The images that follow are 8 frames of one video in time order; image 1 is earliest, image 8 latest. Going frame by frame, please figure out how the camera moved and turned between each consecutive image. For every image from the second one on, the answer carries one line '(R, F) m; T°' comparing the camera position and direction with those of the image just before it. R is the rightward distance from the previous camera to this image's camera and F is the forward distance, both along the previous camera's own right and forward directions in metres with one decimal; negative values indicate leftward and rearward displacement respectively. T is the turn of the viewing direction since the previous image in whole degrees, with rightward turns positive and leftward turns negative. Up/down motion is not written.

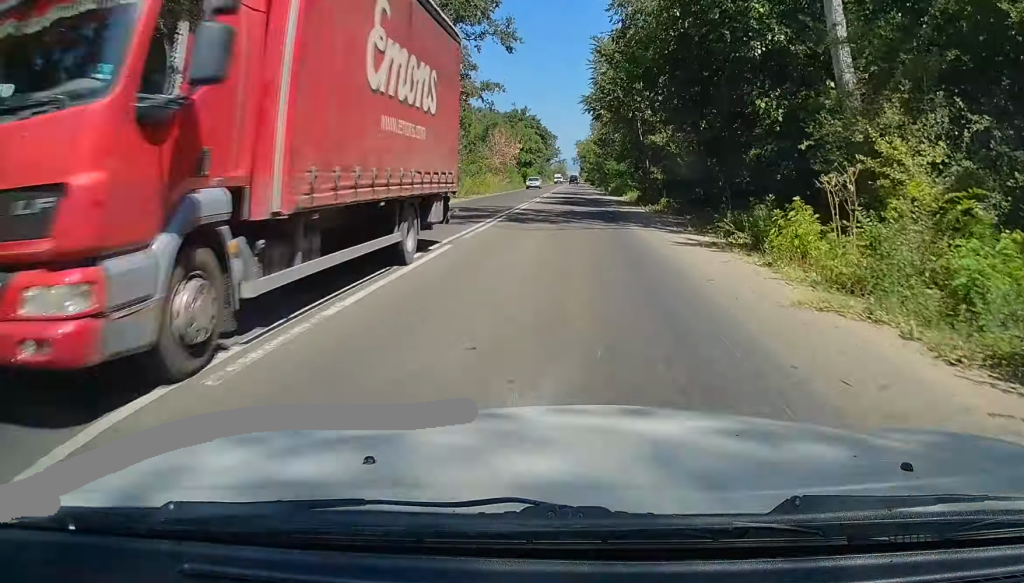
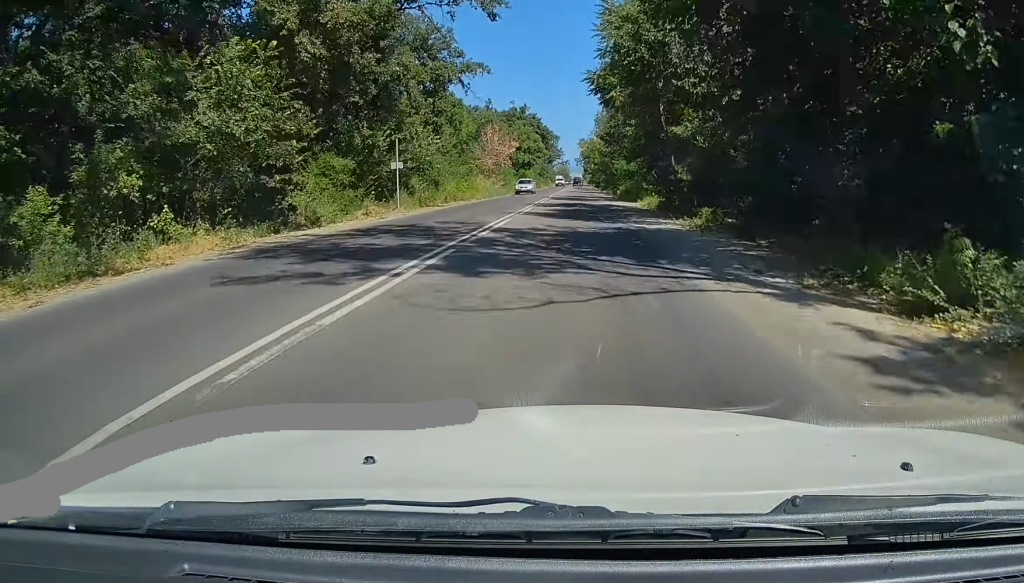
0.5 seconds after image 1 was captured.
(+0.1, +9.9) m; 0°
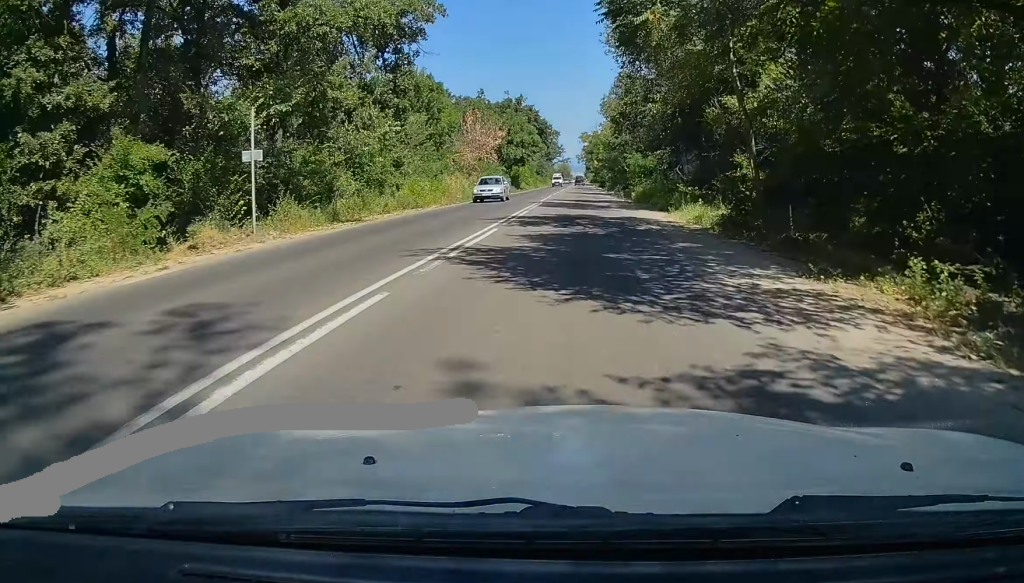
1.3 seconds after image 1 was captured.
(0.0, +14.2) m; 0°
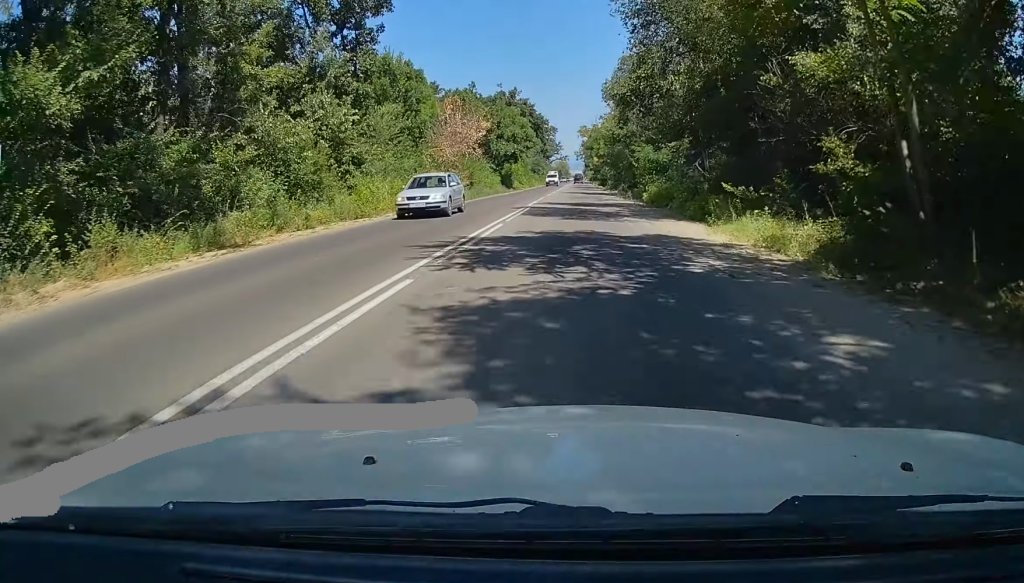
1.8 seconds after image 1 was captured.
(0.0, +8.7) m; 0°
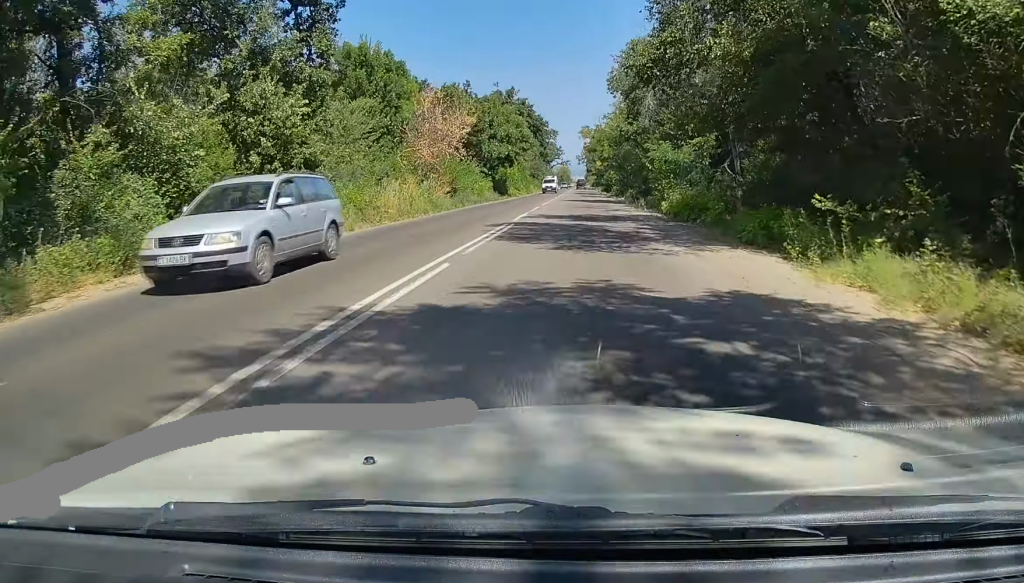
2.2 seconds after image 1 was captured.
(0.0, +7.6) m; 0°
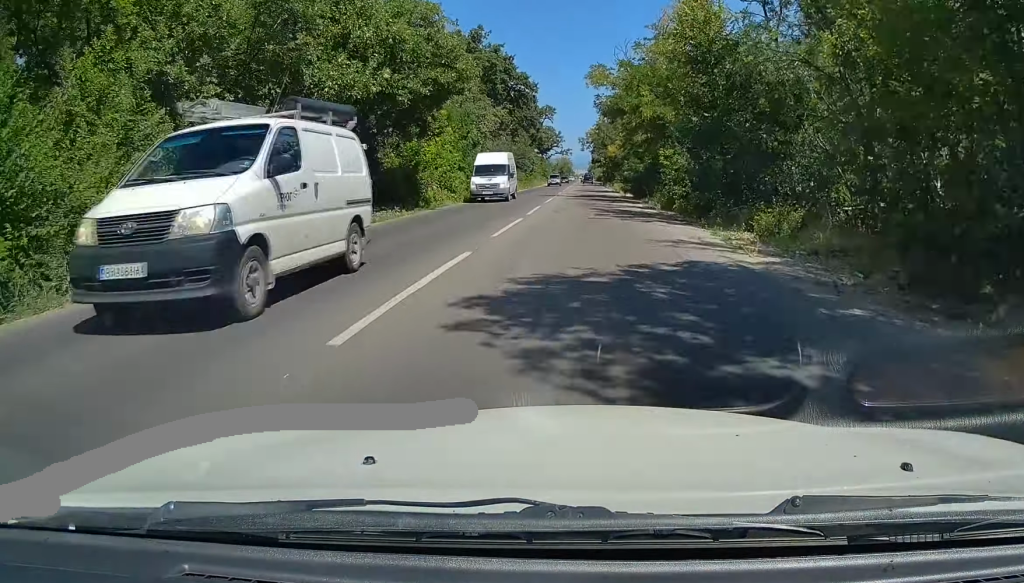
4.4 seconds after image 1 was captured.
(-0.4, +43.2) m; -1°
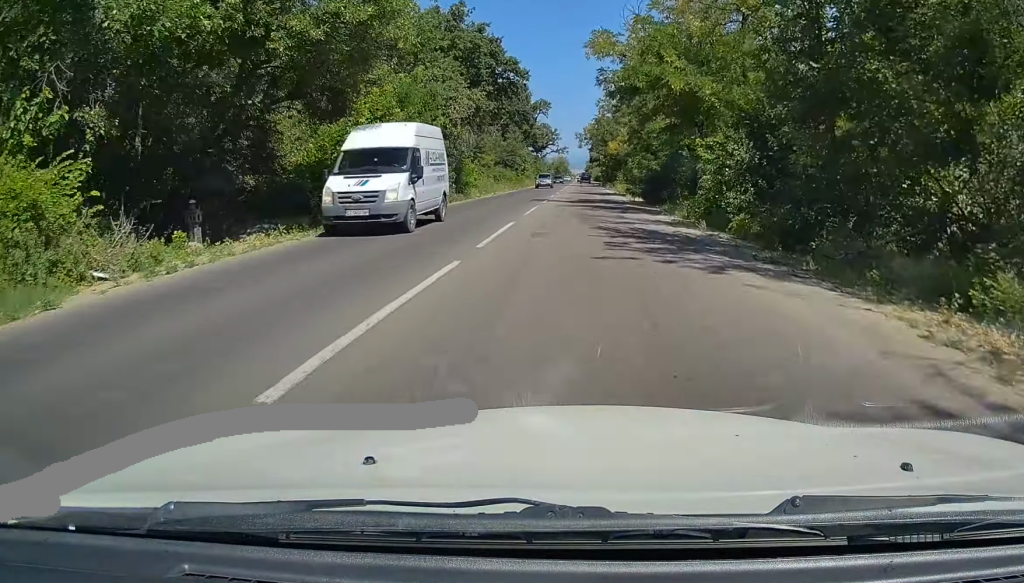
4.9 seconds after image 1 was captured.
(0.0, +10.7) m; 0°
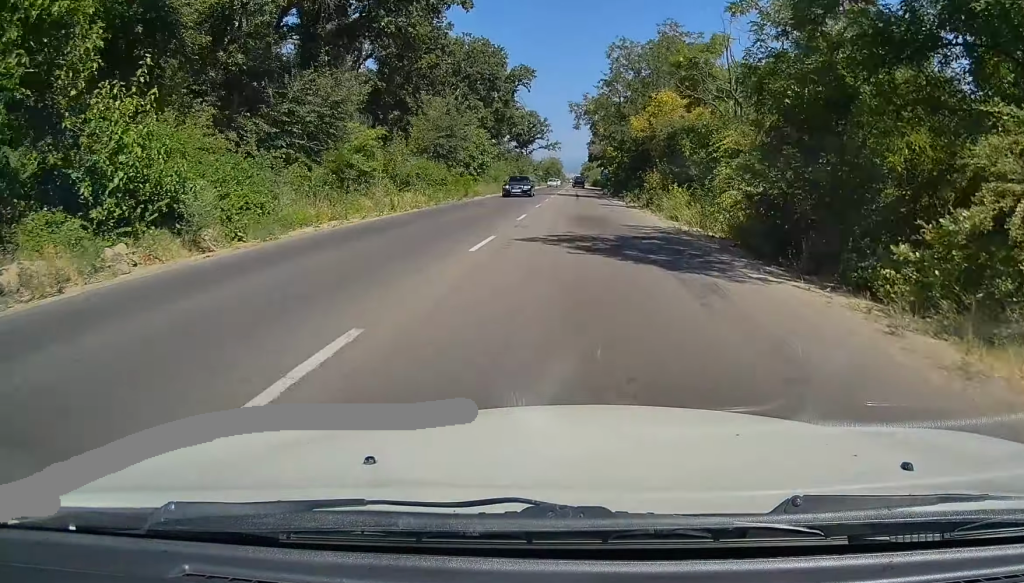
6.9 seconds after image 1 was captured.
(0.0, +40.1) m; +1°
